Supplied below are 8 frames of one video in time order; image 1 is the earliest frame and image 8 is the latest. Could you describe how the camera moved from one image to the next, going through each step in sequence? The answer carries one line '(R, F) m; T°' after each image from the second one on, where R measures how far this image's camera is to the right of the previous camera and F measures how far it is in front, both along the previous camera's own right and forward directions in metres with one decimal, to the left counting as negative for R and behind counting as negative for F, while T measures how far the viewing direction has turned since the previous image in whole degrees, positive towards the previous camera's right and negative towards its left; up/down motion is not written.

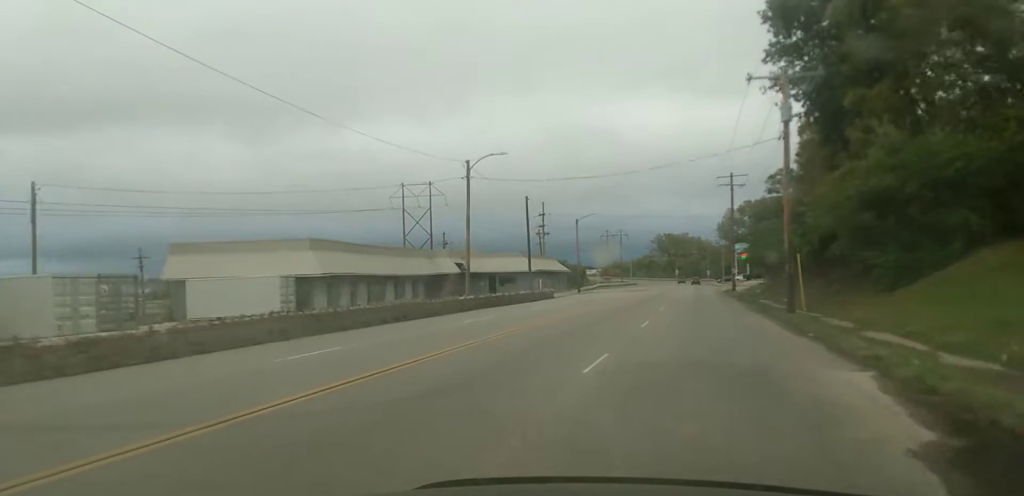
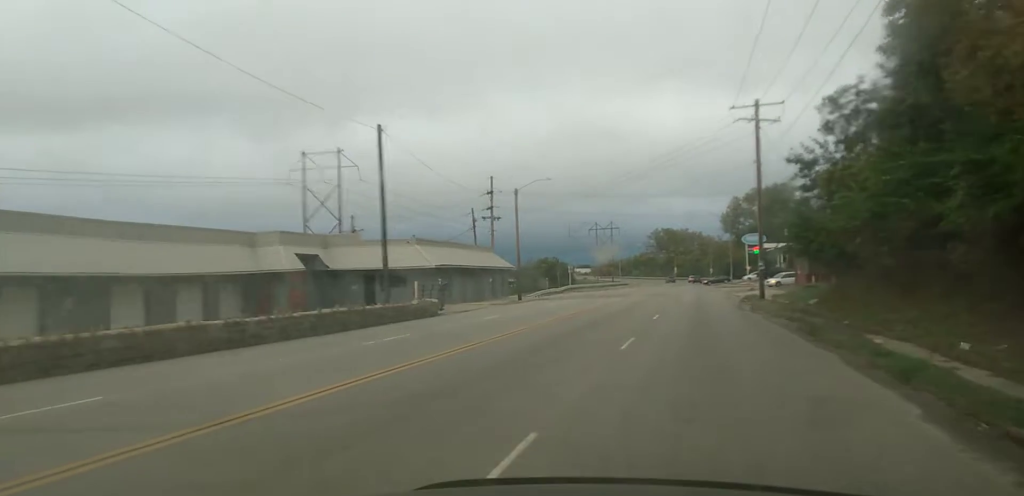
(+1.1, +32.5) m; +2°
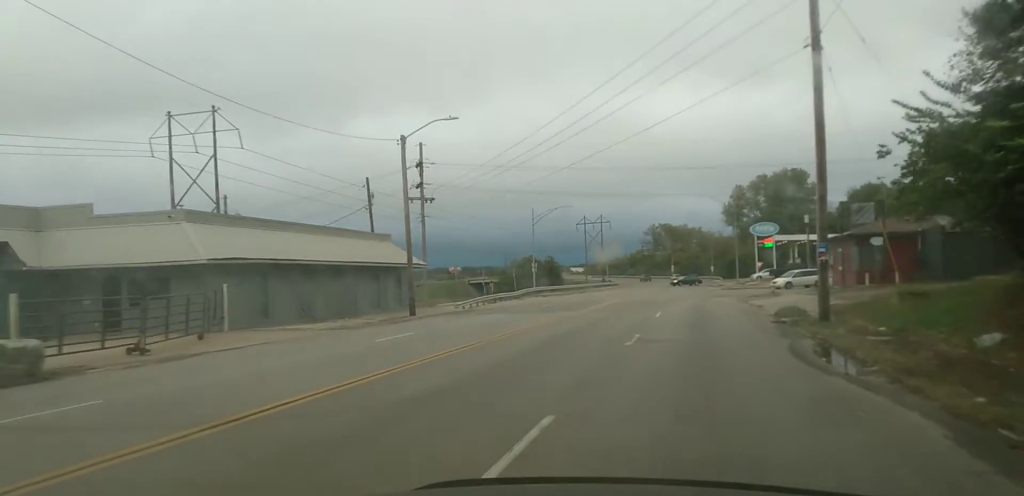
(-0.1, +23.5) m; 0°
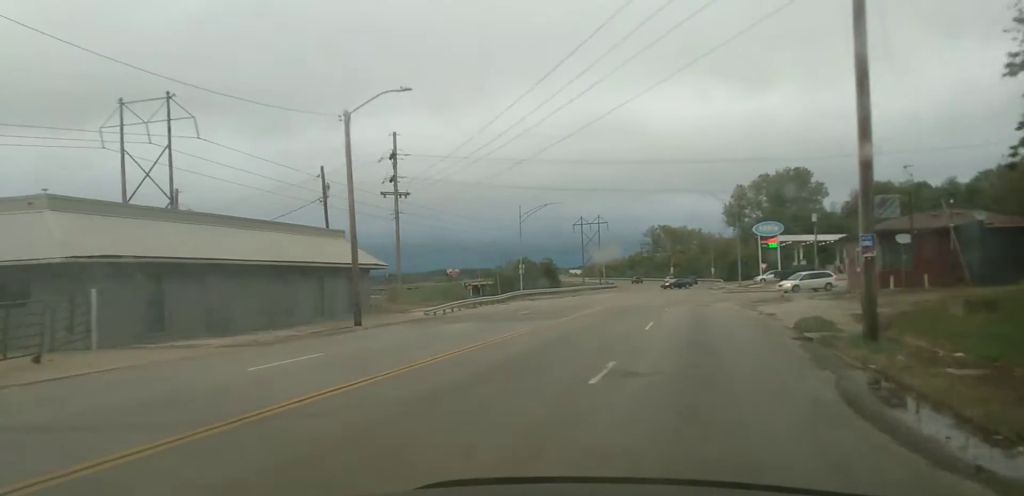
(0.0, +6.2) m; 0°
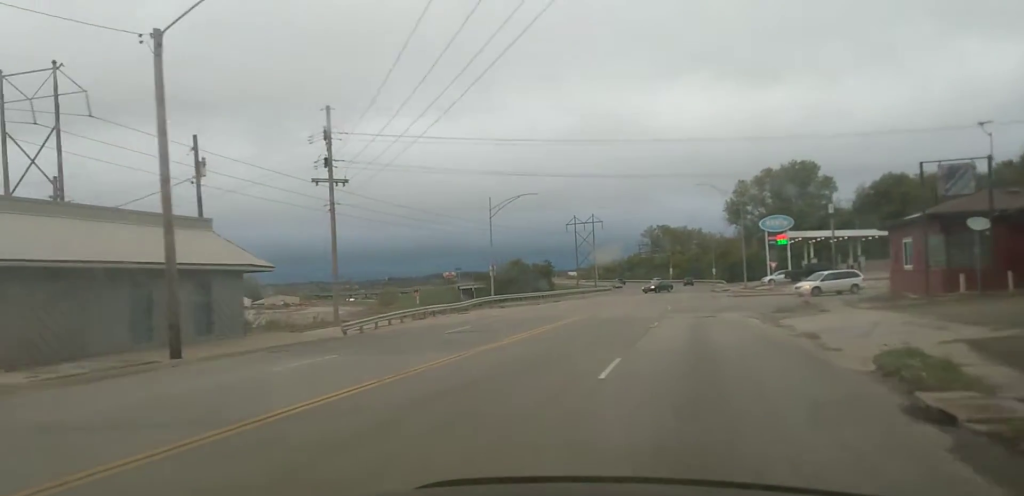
(-0.1, +11.8) m; 0°
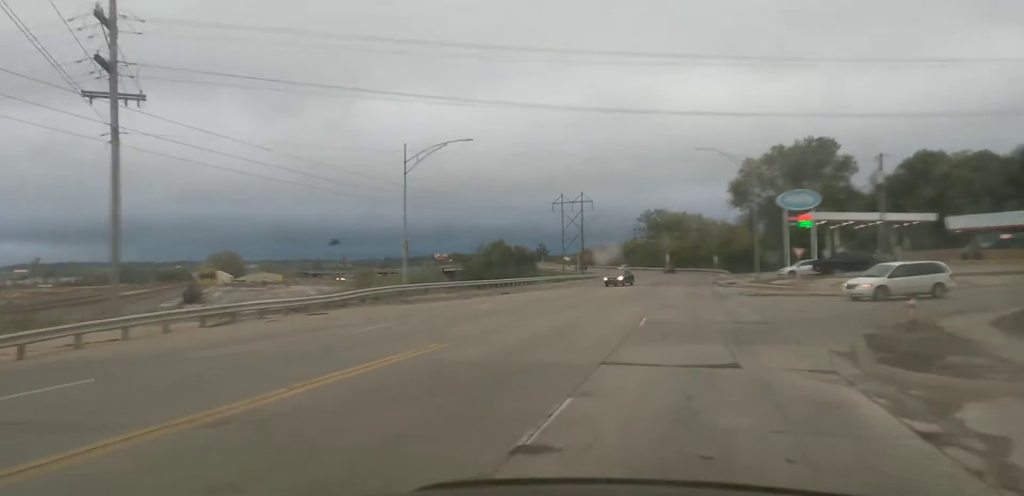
(+0.2, +20.9) m; -2°
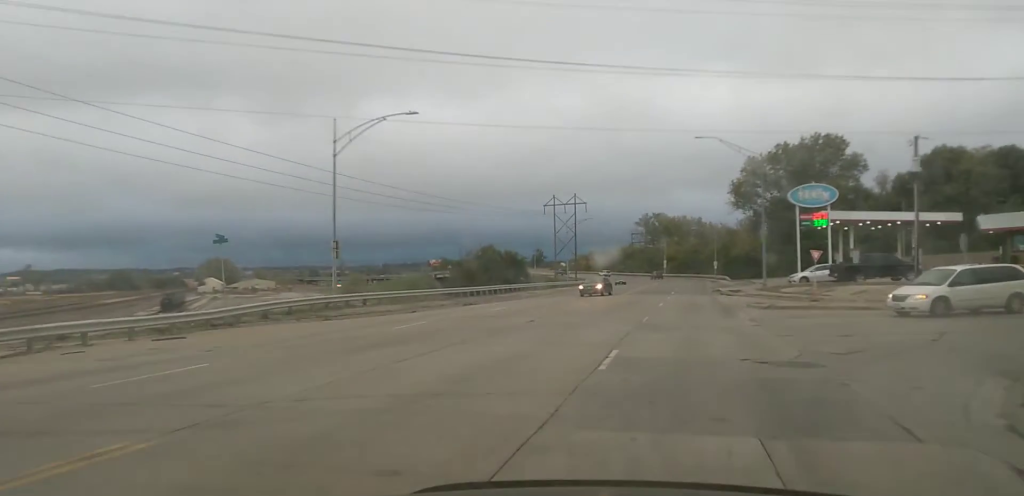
(-0.5, +9.2) m; -1°
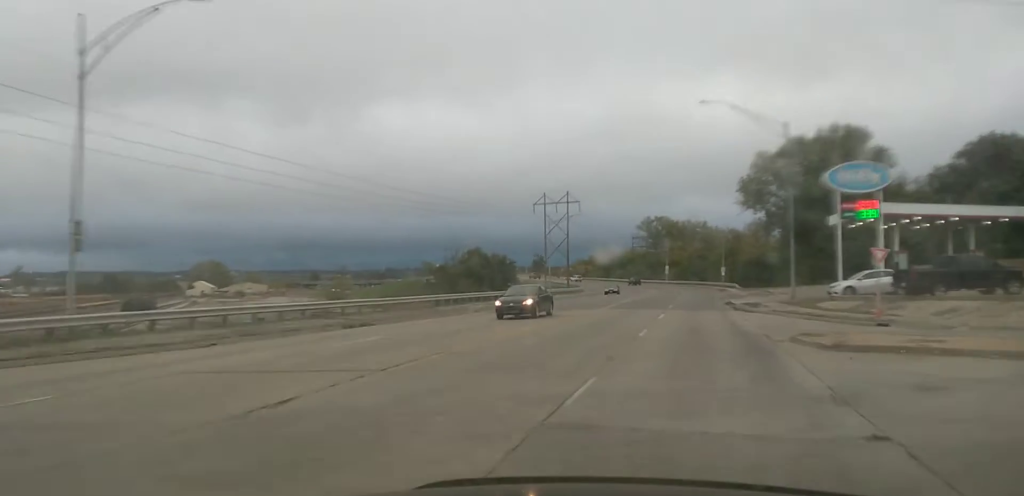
(+0.1, +15.7) m; +2°
